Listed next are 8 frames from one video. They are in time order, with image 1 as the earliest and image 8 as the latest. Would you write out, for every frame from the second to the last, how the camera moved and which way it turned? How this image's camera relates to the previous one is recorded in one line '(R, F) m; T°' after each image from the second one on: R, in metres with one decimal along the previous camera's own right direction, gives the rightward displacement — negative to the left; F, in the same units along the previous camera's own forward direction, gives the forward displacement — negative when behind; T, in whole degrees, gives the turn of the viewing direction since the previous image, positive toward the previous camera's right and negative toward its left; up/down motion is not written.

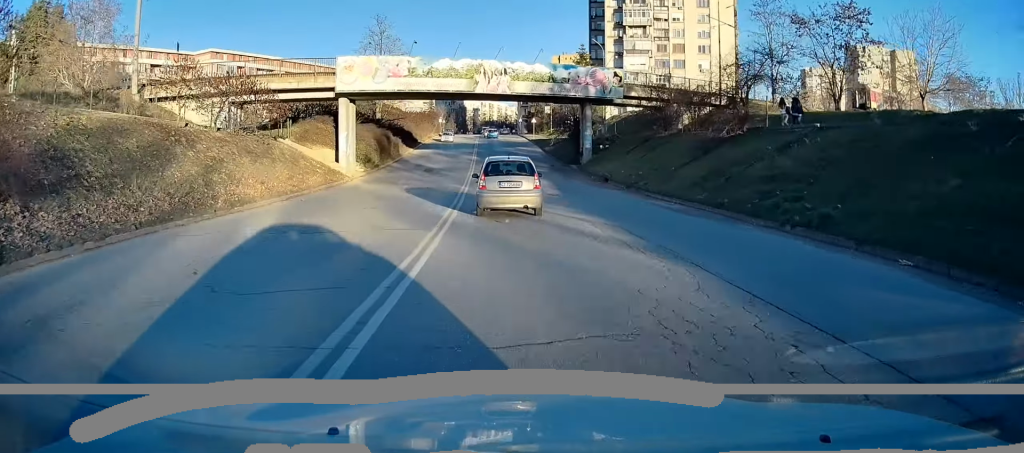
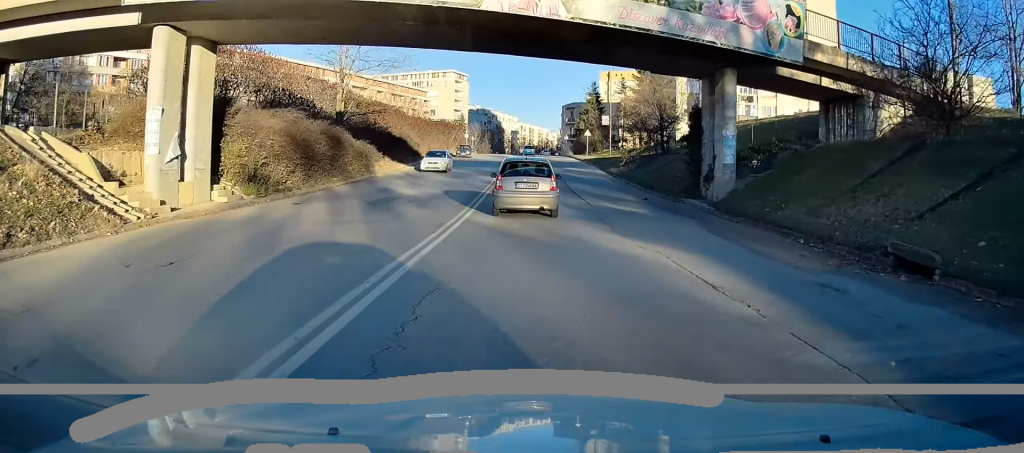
(-0.8, +25.6) m; -4°
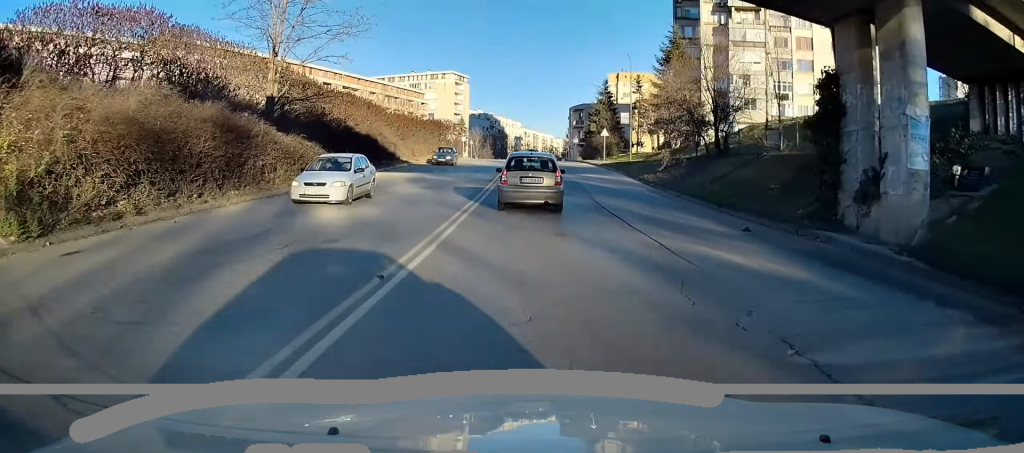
(-0.1, +11.6) m; -1°
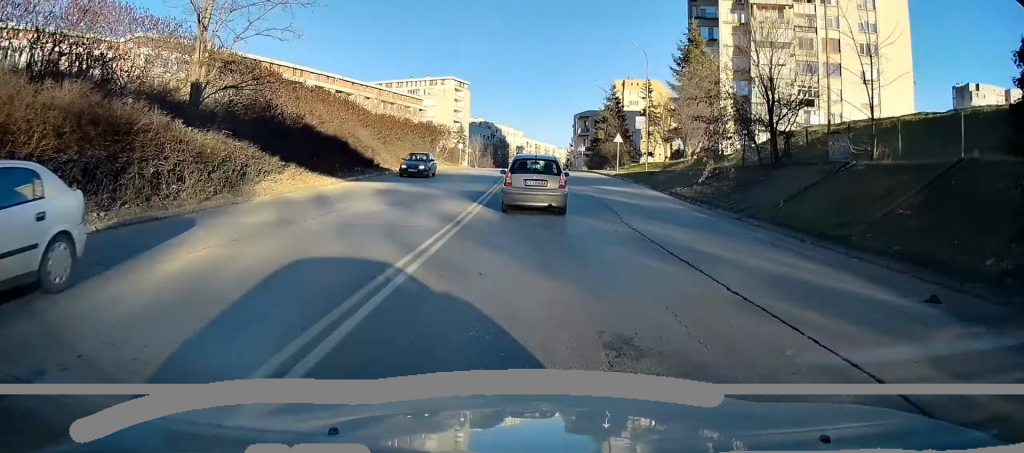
(0.0, +7.1) m; 0°
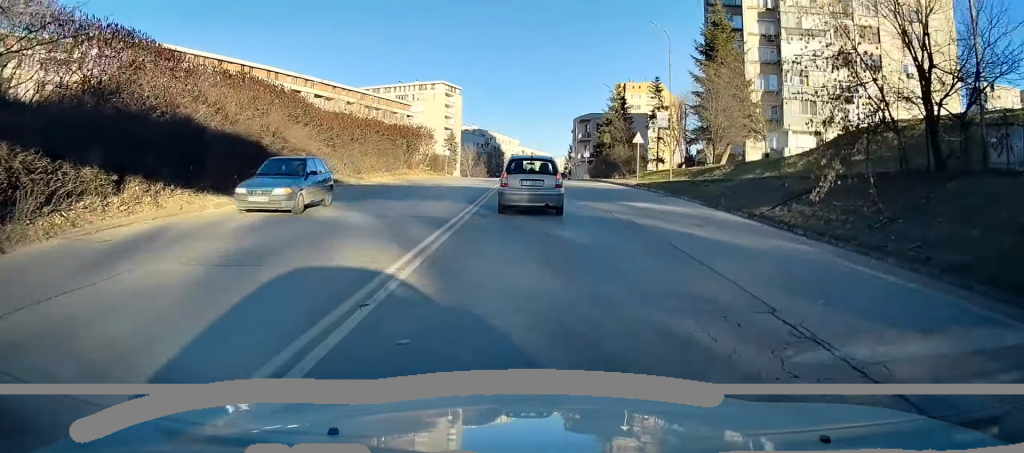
(0.0, +10.7) m; 0°
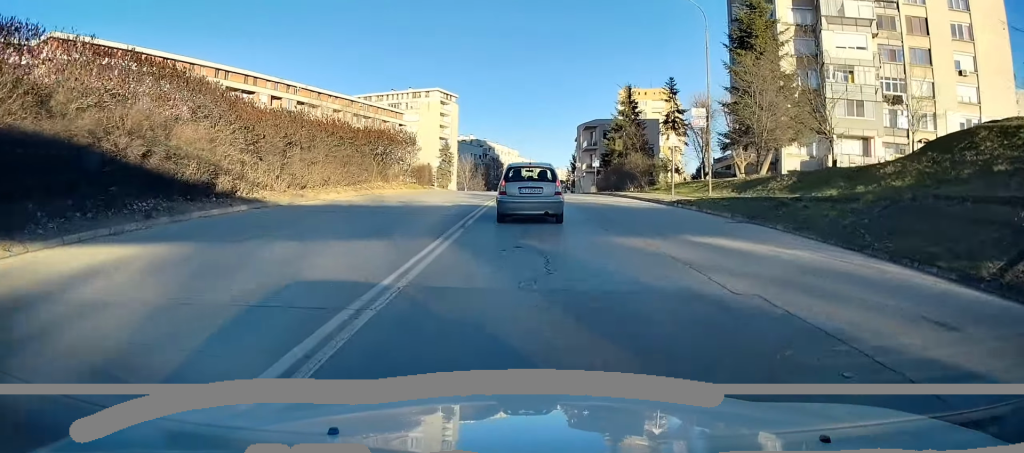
(0.0, +9.7) m; 0°
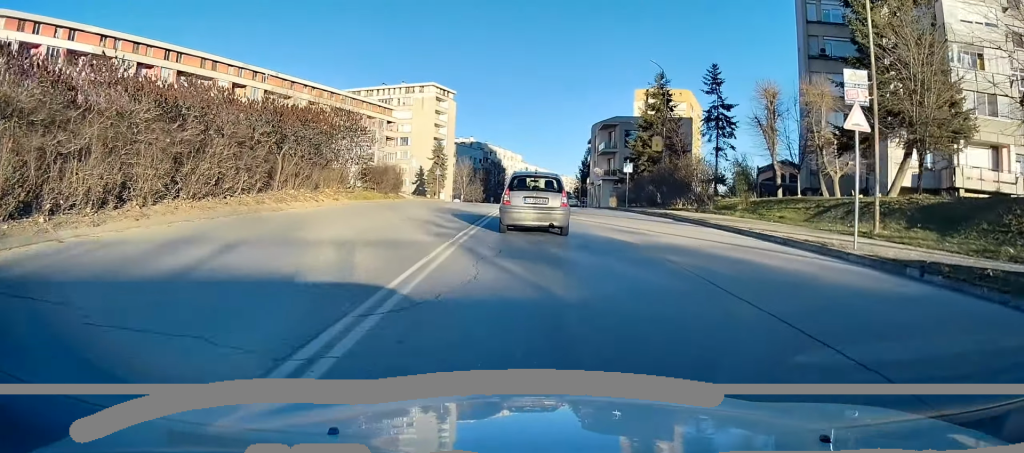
(-0.3, +17.7) m; 0°
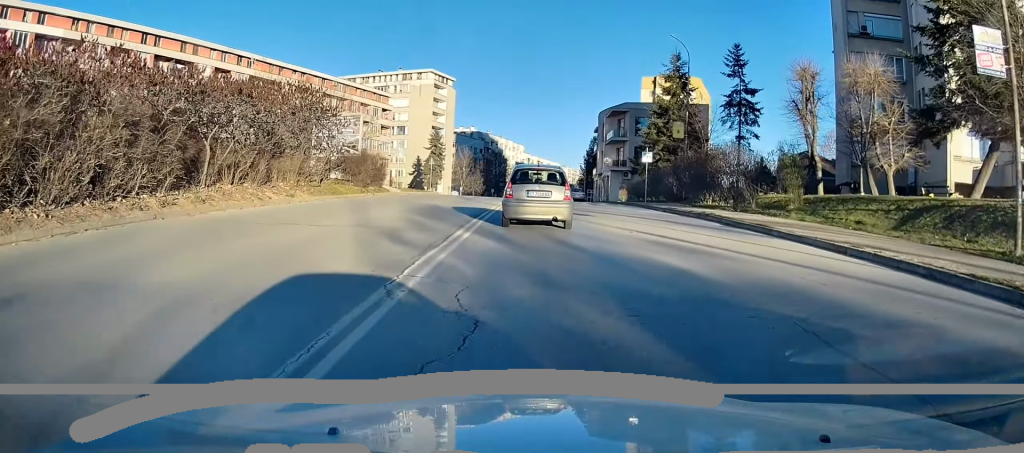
(0.0, +6.4) m; 0°
